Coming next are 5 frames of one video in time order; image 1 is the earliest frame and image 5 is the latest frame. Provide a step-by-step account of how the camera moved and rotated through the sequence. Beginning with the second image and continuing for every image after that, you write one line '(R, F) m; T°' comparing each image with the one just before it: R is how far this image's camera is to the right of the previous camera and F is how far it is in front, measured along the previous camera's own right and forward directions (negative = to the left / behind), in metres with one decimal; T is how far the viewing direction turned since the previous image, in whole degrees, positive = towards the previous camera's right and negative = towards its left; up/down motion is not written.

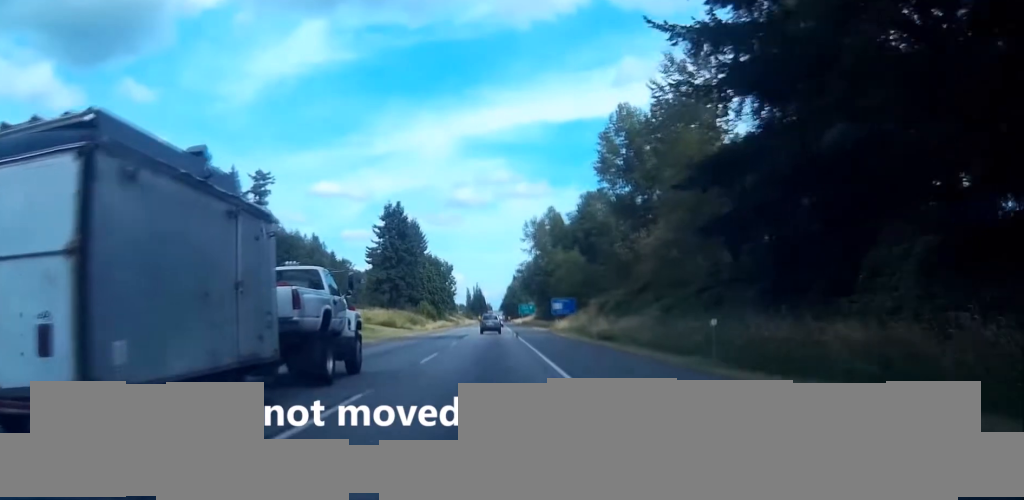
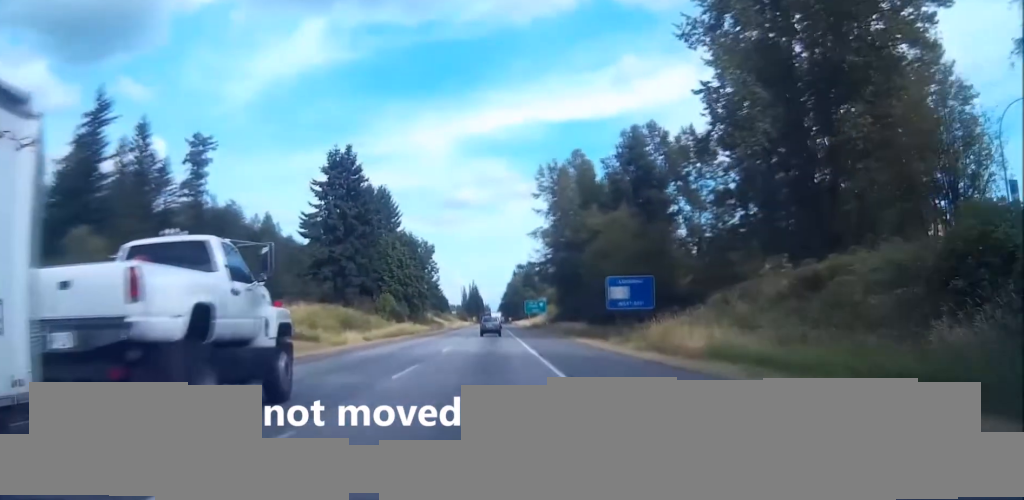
(-0.2, +61.6) m; 0°
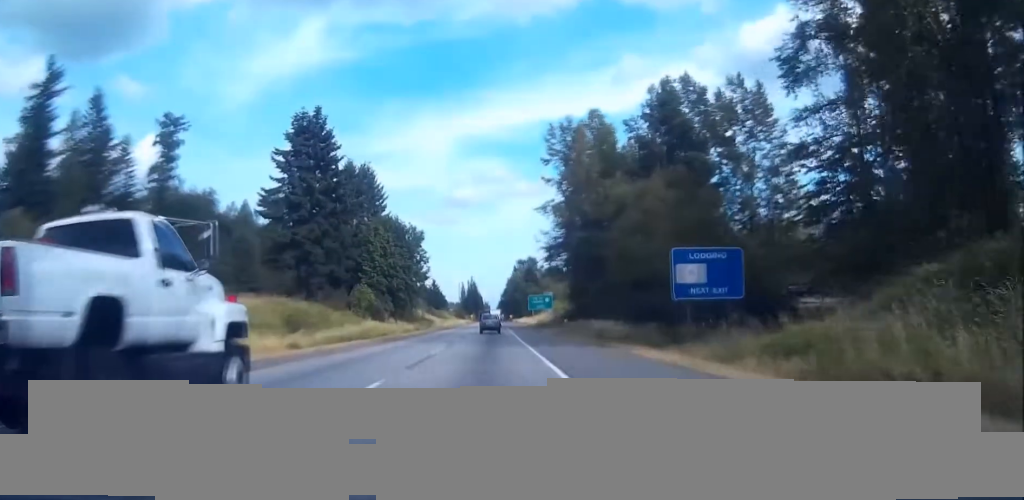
(0.0, +21.1) m; 0°
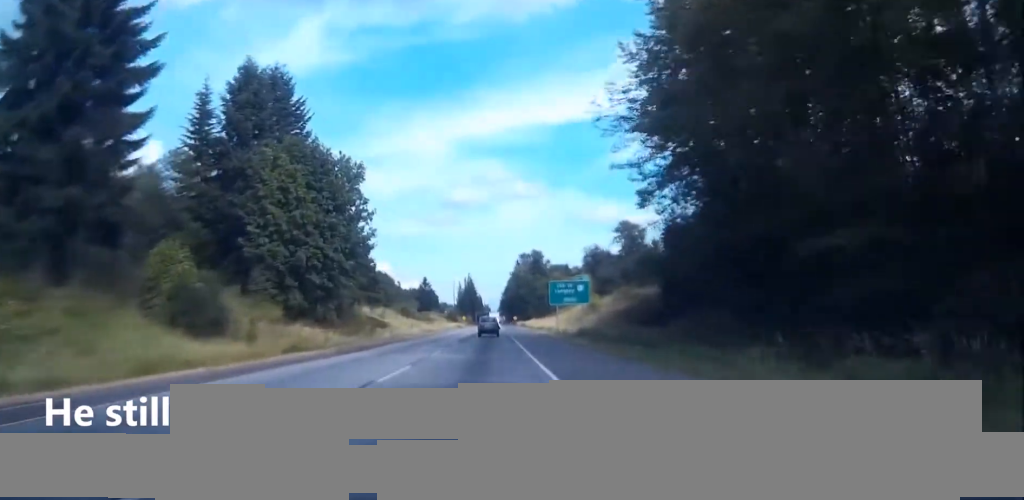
(+0.1, +62.4) m; 0°
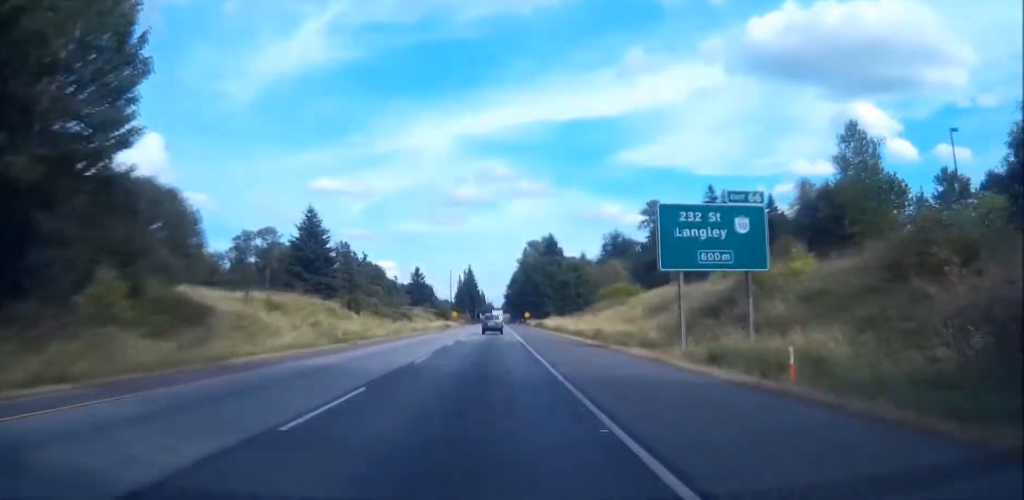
(-0.2, +60.7) m; 0°
